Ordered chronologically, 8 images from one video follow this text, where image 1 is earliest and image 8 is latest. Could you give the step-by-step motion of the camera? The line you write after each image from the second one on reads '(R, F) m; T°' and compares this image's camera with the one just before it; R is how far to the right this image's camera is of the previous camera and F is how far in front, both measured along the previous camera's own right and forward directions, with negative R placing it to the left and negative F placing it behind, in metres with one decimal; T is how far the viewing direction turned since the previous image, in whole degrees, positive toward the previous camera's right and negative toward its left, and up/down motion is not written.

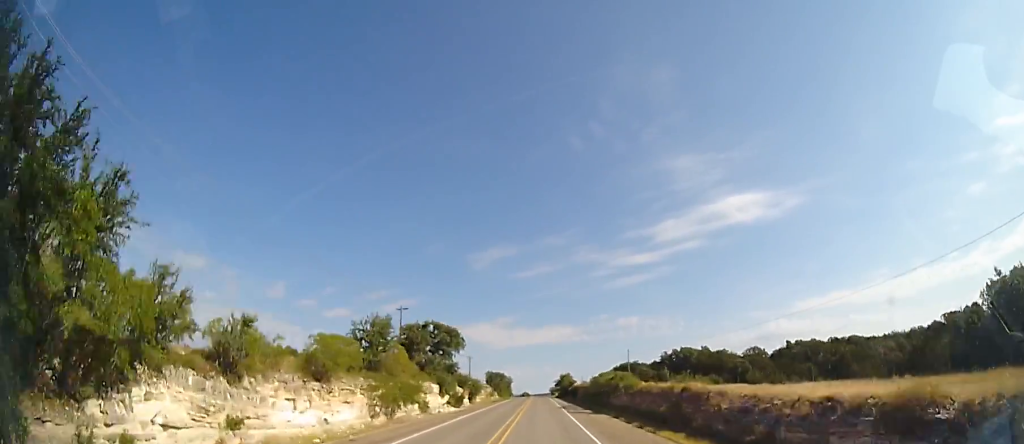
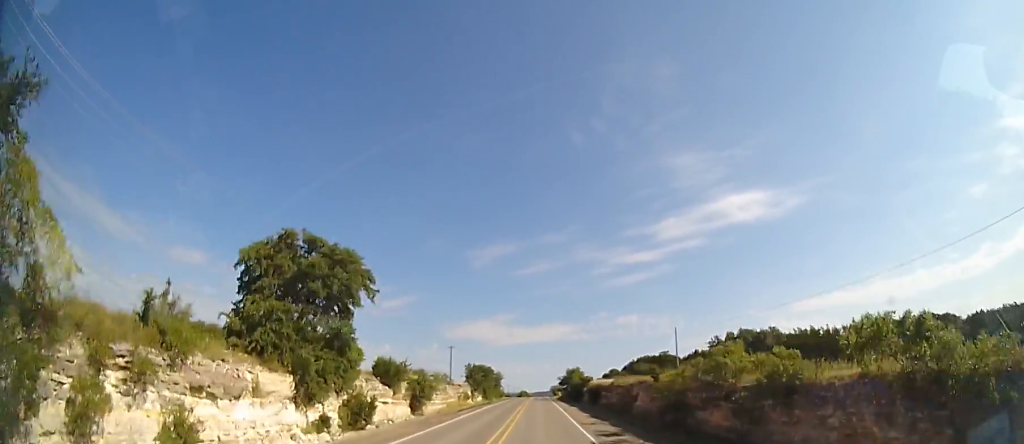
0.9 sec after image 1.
(+0.1, +27.5) m; +1°
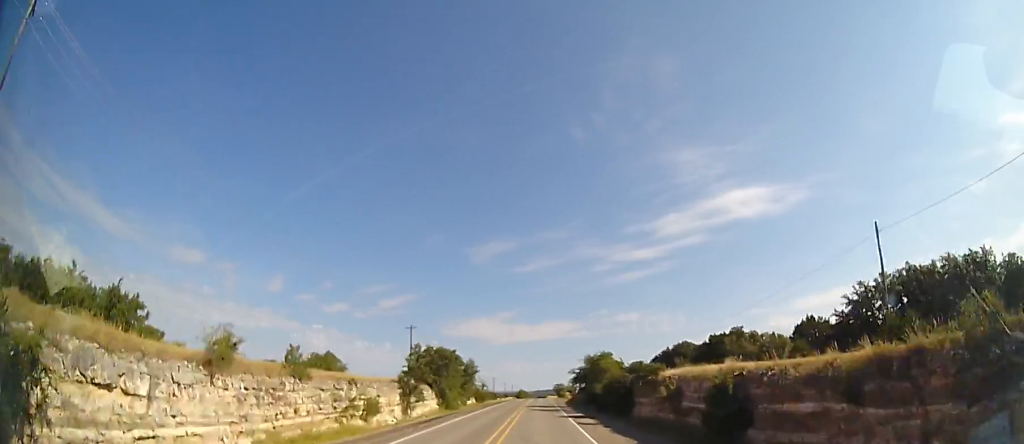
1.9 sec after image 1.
(+0.3, +32.6) m; 0°
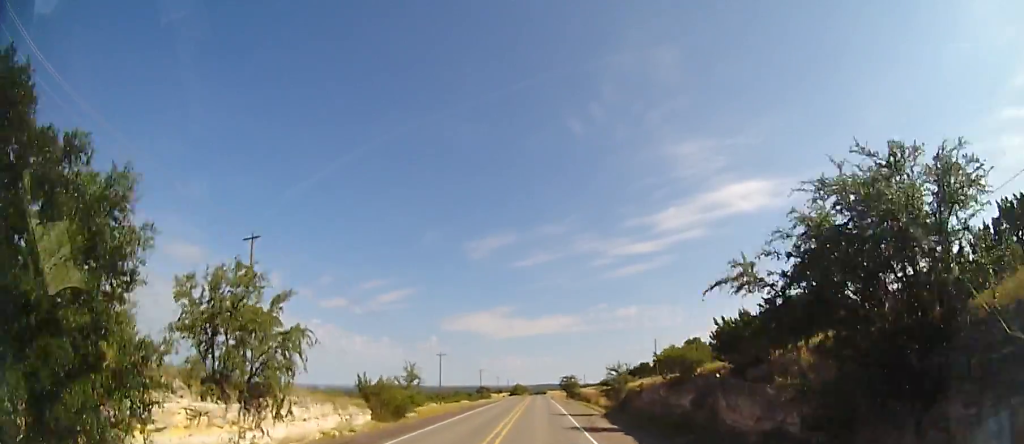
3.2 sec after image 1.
(-0.4, +43.6) m; -1°
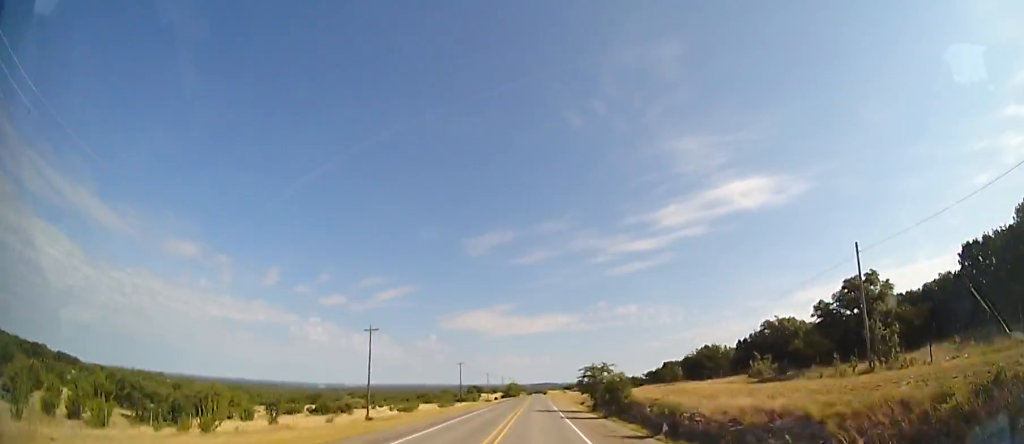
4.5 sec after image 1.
(0.0, +40.3) m; 0°
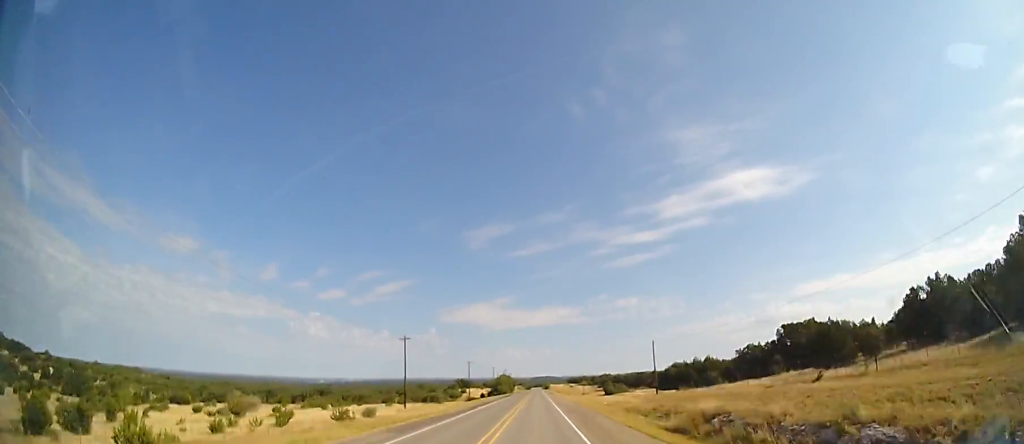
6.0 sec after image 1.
(+0.1, +51.4) m; 0°
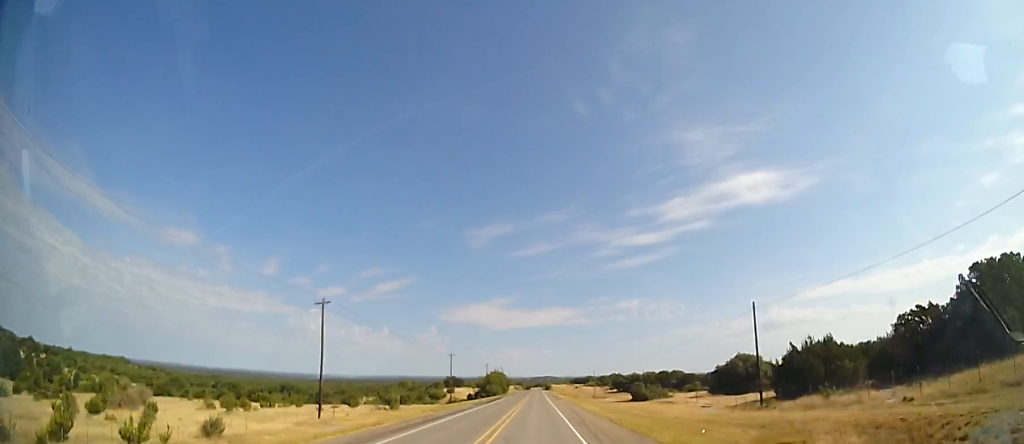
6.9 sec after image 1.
(0.0, +28.5) m; +1°
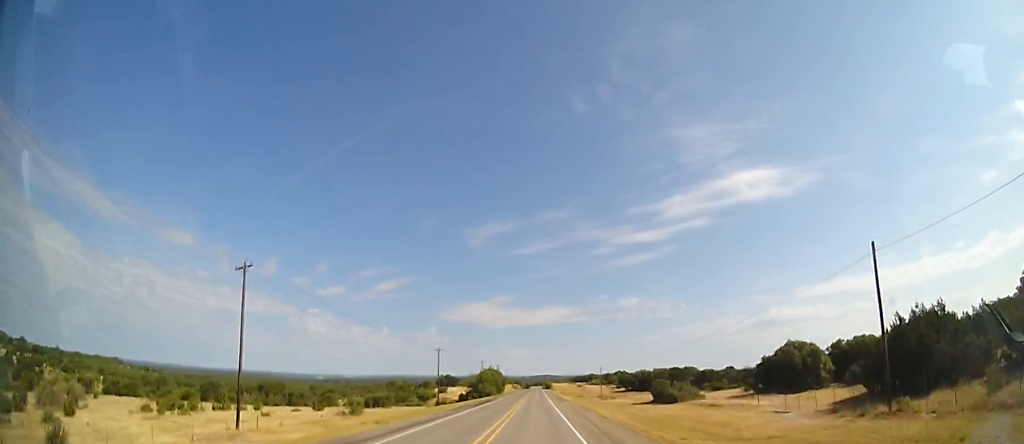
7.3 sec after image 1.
(+0.1, +13.2) m; 0°
